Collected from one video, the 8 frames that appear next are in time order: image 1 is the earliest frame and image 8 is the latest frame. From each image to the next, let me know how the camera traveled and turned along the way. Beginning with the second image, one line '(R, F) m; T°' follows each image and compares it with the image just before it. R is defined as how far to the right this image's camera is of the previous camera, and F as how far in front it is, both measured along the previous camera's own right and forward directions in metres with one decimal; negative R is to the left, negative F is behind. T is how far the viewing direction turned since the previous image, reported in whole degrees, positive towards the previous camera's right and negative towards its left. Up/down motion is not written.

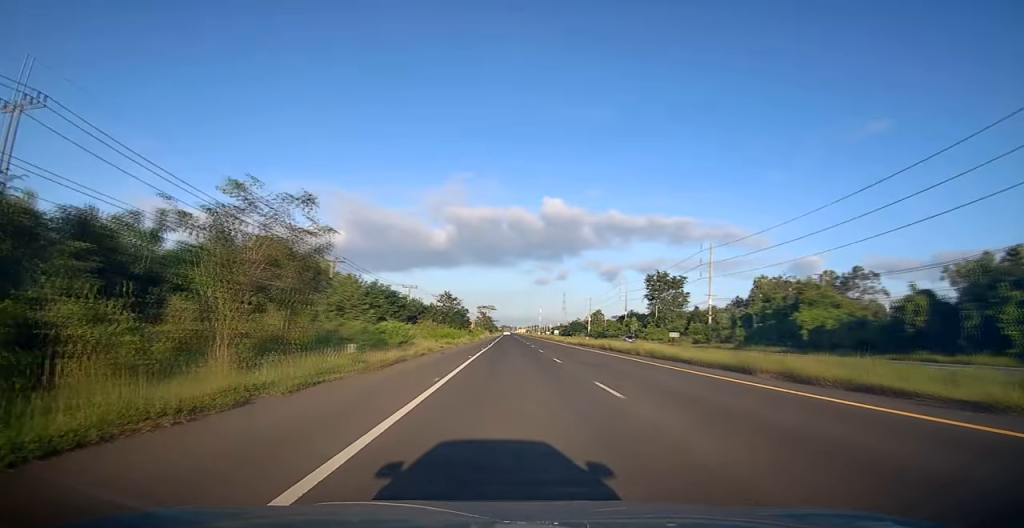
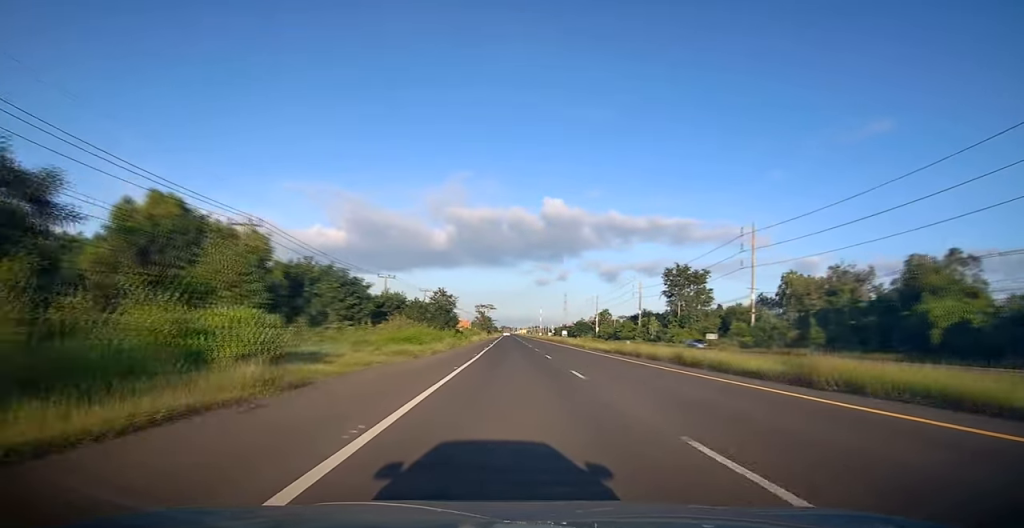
(-0.1, +19.2) m; 0°
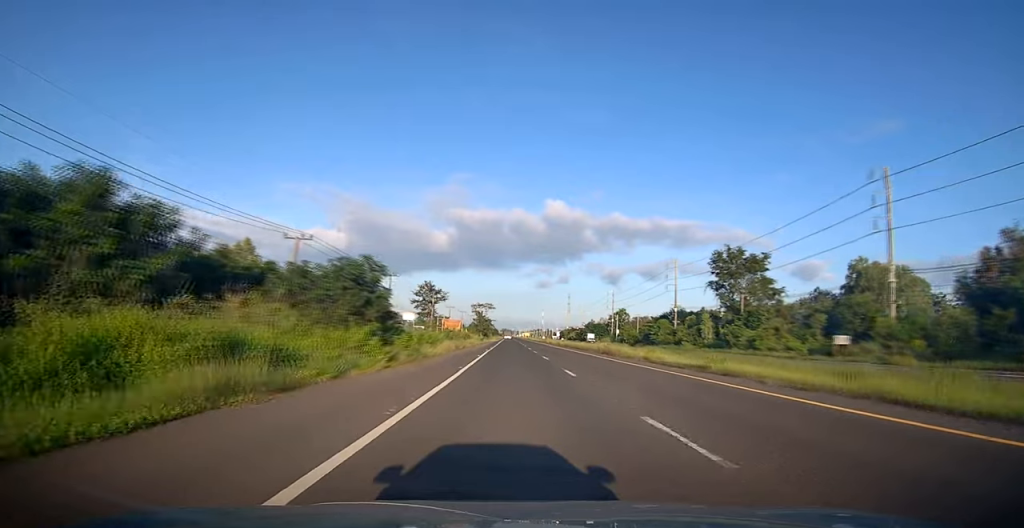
(+0.1, +34.1) m; +1°
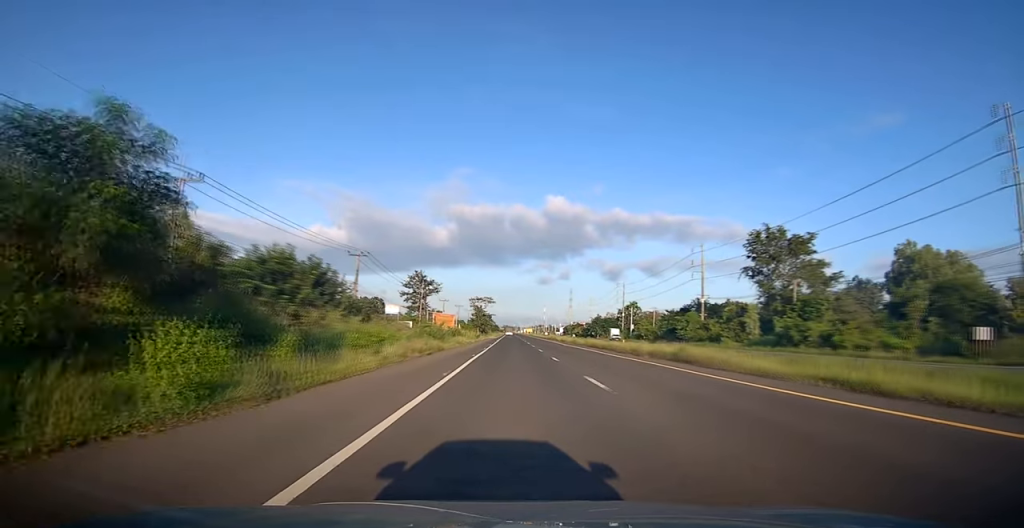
(0.0, +17.4) m; 0°
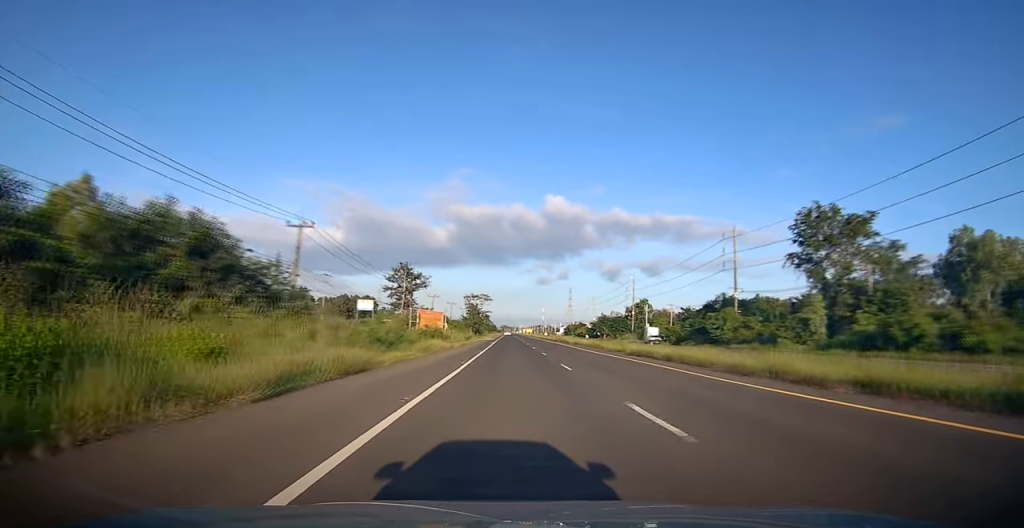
(+0.1, +17.4) m; 0°
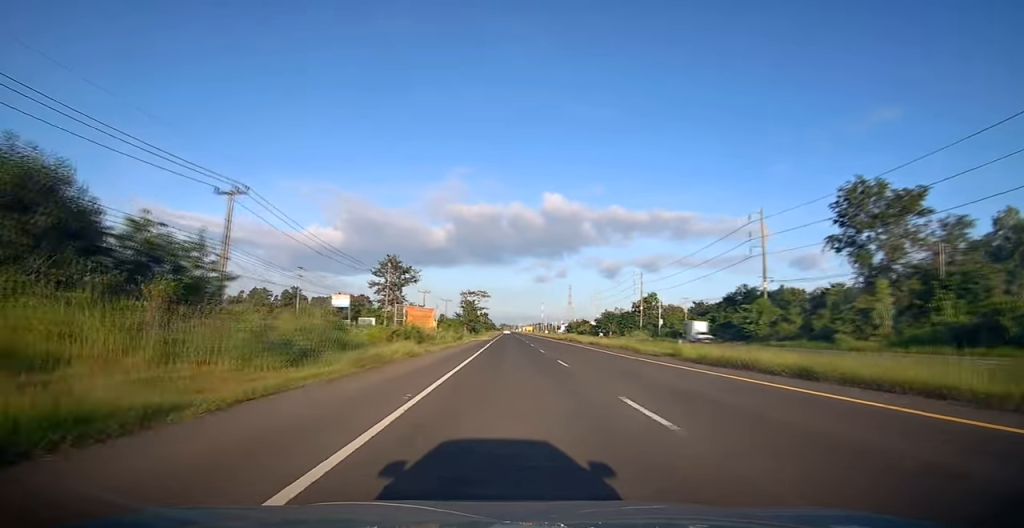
(-0.1, +11.7) m; 0°
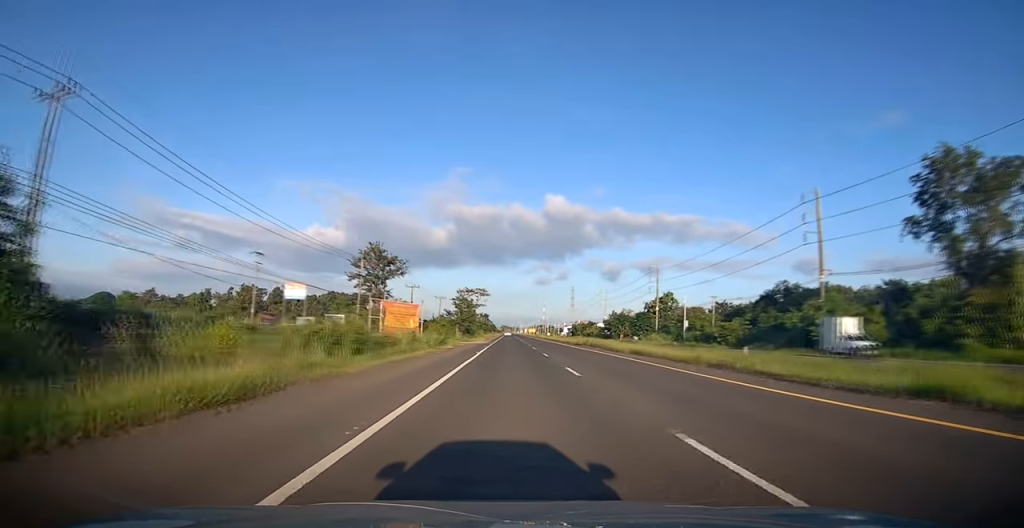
(-0.1, +15.8) m; 0°
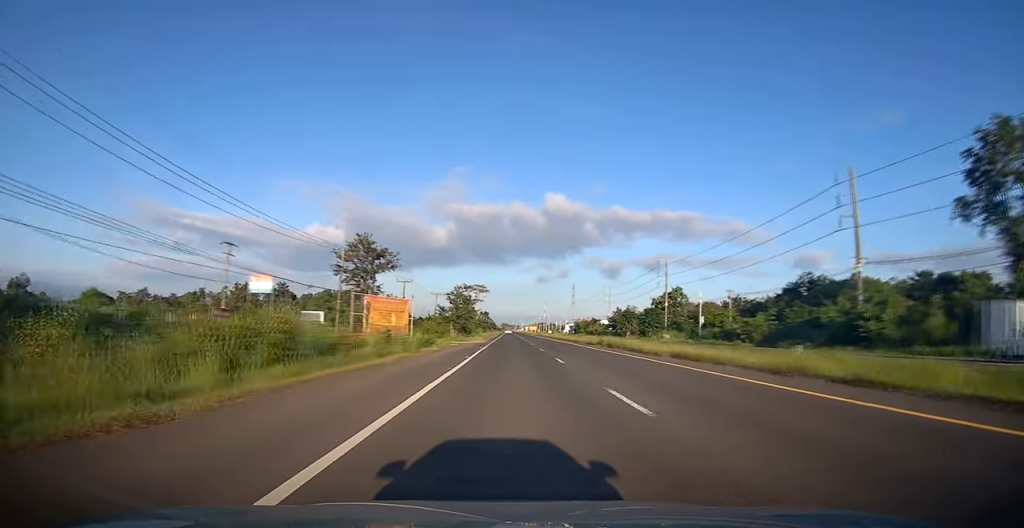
(0.0, +8.3) m; 0°
